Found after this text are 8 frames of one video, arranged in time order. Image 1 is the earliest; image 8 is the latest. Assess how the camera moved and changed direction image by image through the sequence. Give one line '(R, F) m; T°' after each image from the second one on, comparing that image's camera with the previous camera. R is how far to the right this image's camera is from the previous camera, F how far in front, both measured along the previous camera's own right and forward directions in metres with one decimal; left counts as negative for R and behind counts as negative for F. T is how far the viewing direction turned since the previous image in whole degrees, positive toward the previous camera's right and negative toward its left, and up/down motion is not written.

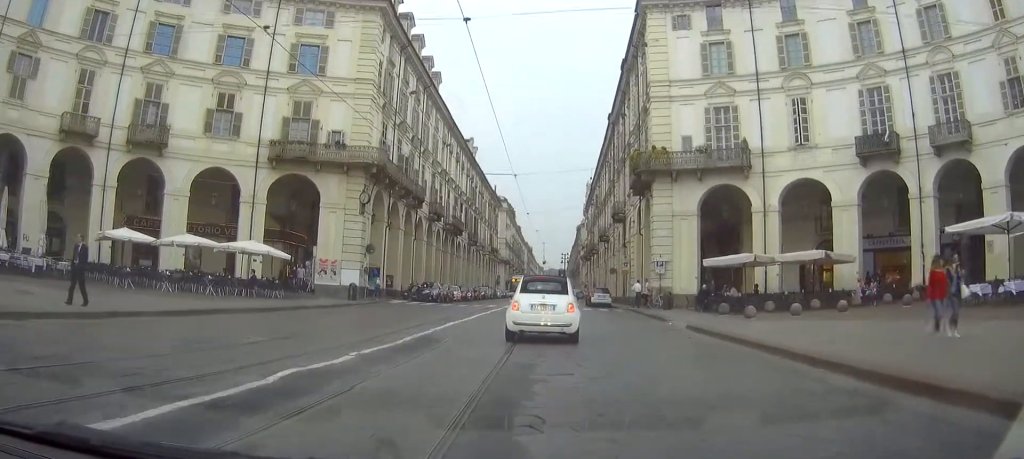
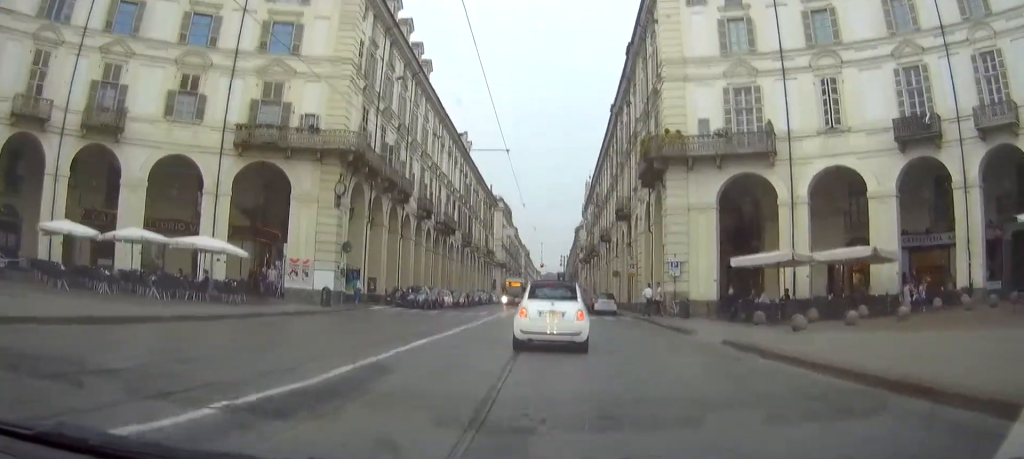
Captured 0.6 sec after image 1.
(0.0, +4.9) m; 0°
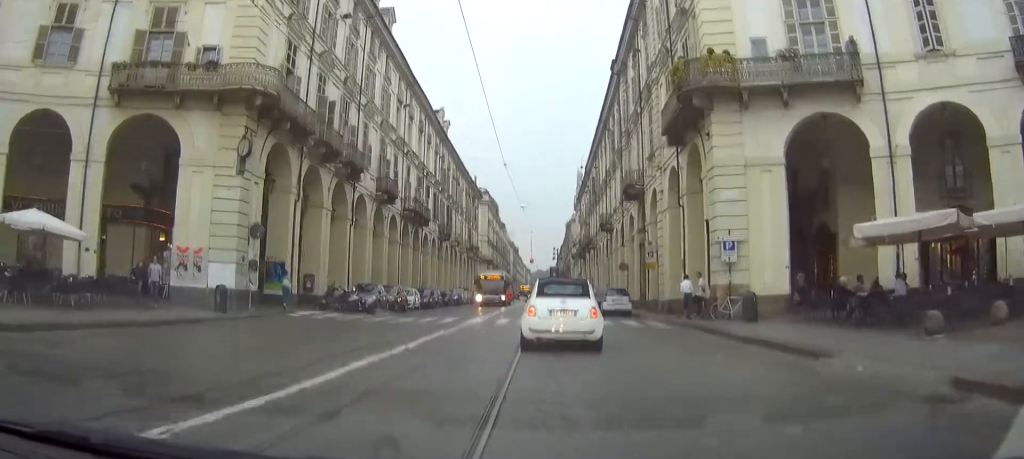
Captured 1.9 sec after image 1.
(0.0, +11.7) m; 0°
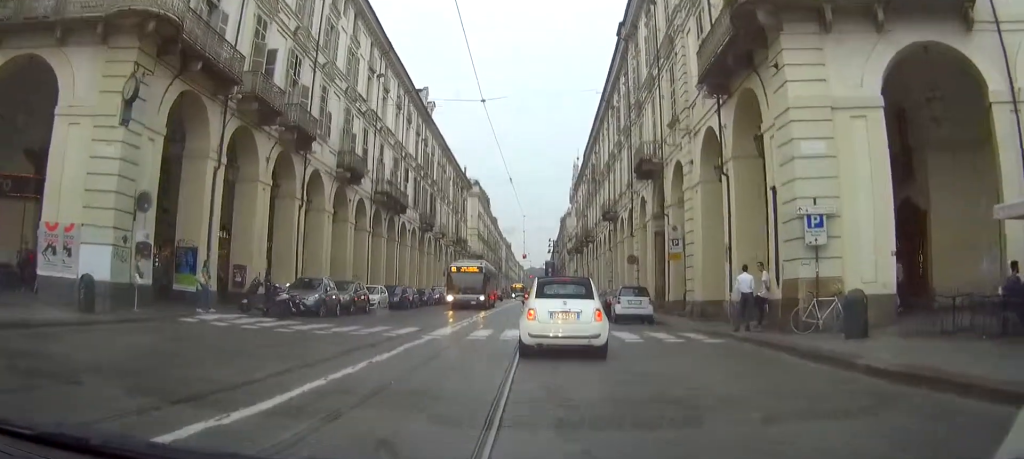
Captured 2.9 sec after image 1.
(0.0, +8.3) m; +2°
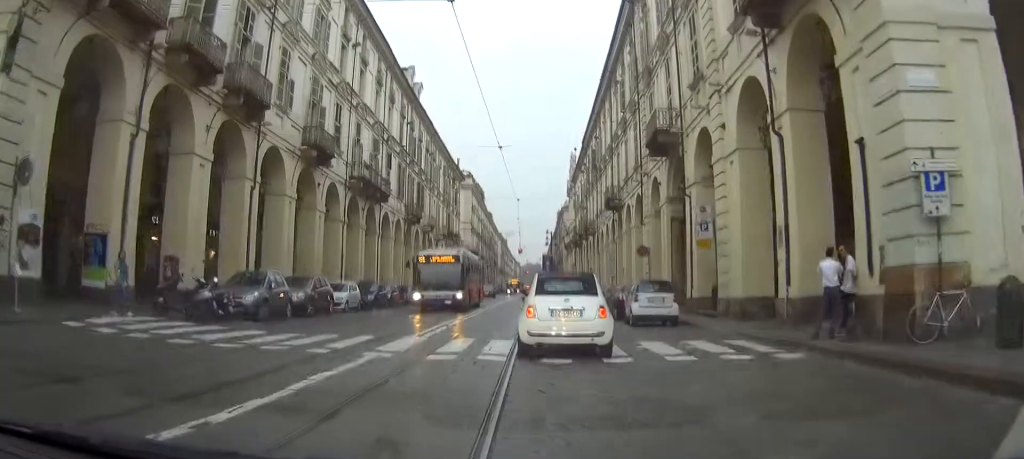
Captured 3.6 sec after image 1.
(+0.1, +5.6) m; 0°
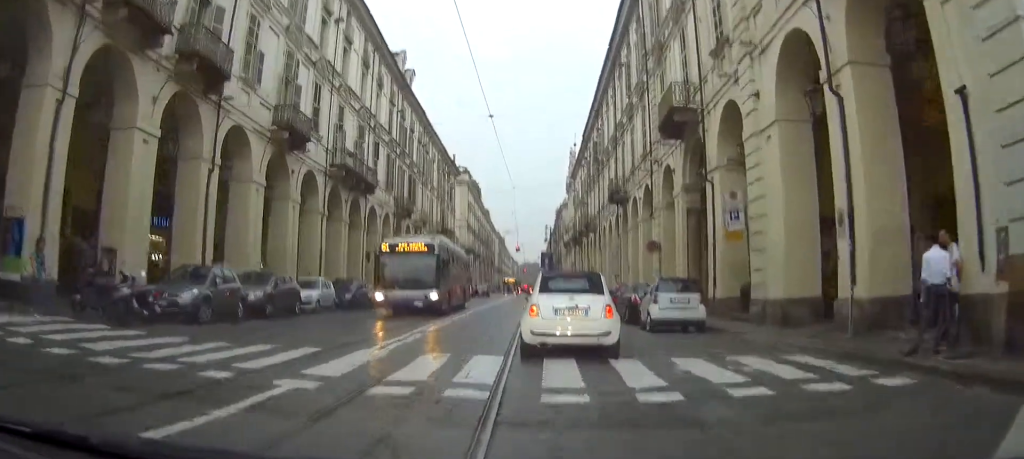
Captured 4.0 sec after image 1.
(+0.1, +3.9) m; 0°
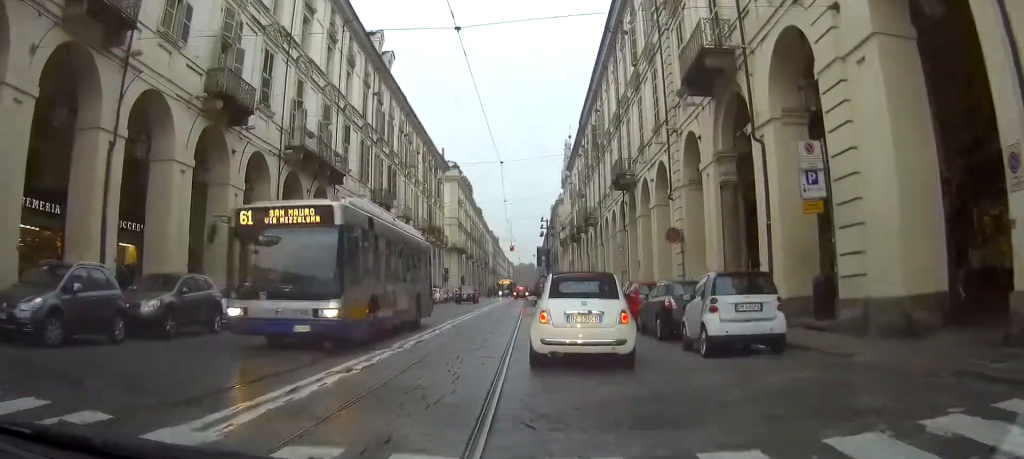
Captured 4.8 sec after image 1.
(-0.2, +6.3) m; -1°
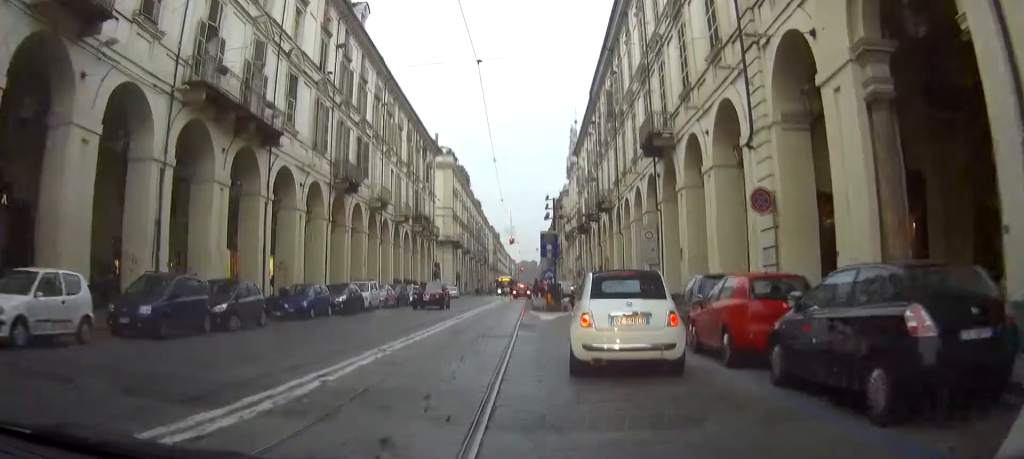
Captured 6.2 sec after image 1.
(+0.1, +11.0) m; +1°
